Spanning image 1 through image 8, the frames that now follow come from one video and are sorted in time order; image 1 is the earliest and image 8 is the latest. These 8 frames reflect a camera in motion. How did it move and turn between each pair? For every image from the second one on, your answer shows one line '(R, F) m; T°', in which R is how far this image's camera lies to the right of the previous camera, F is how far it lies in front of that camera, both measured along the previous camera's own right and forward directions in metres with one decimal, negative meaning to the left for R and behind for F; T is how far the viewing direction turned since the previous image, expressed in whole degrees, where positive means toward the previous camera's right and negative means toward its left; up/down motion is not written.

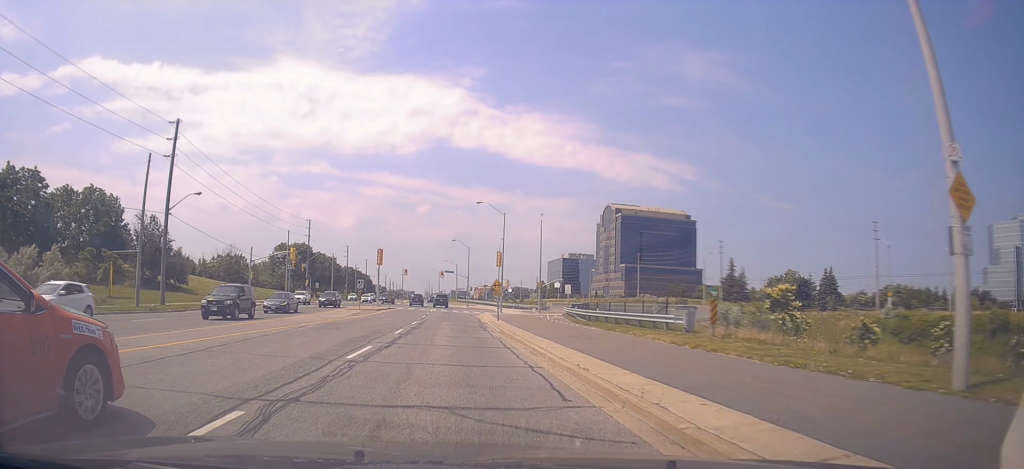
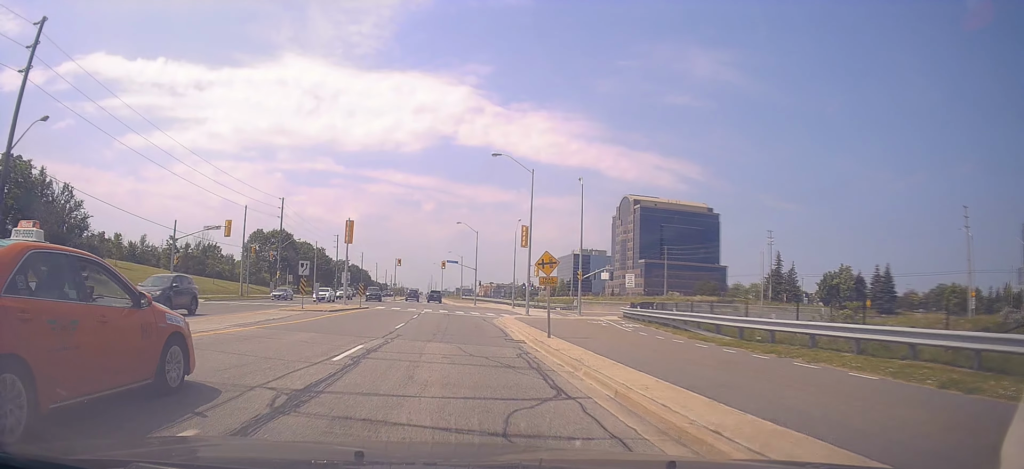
(+0.3, +19.7) m; 0°
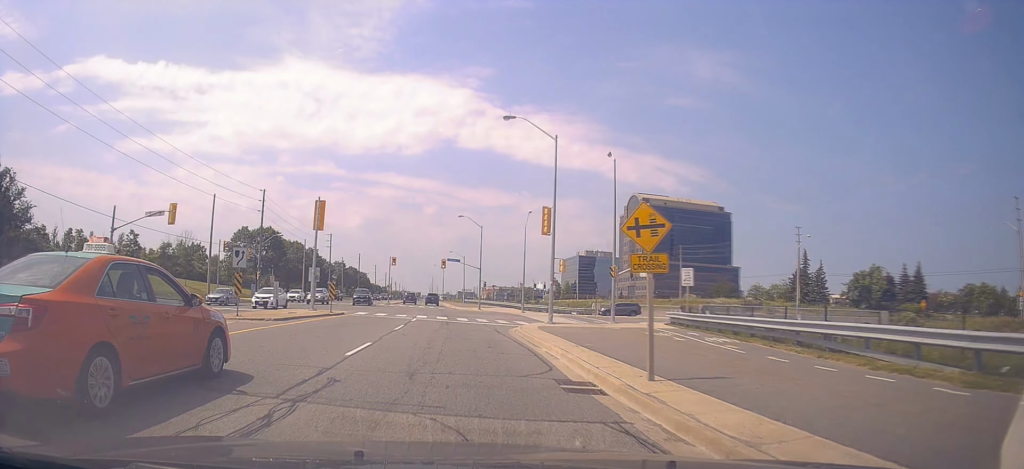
(-0.1, +9.8) m; -2°
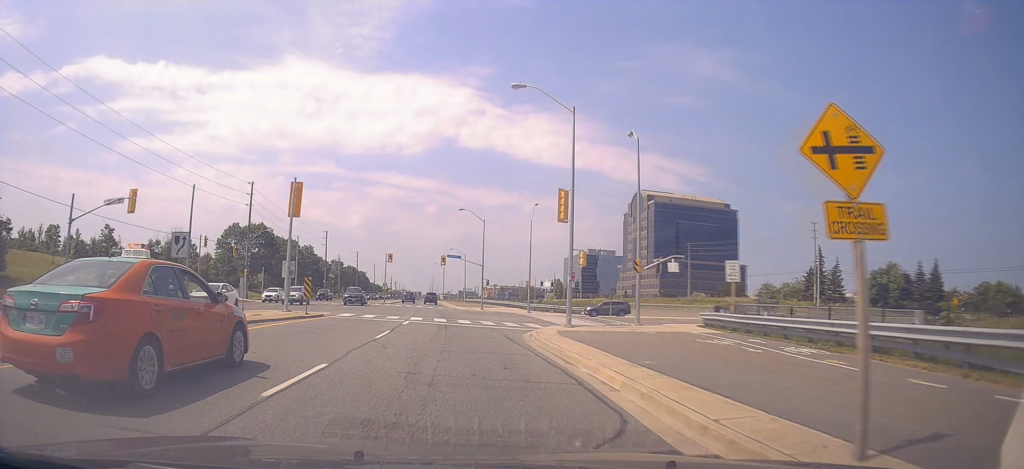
(-0.1, +5.0) m; 0°
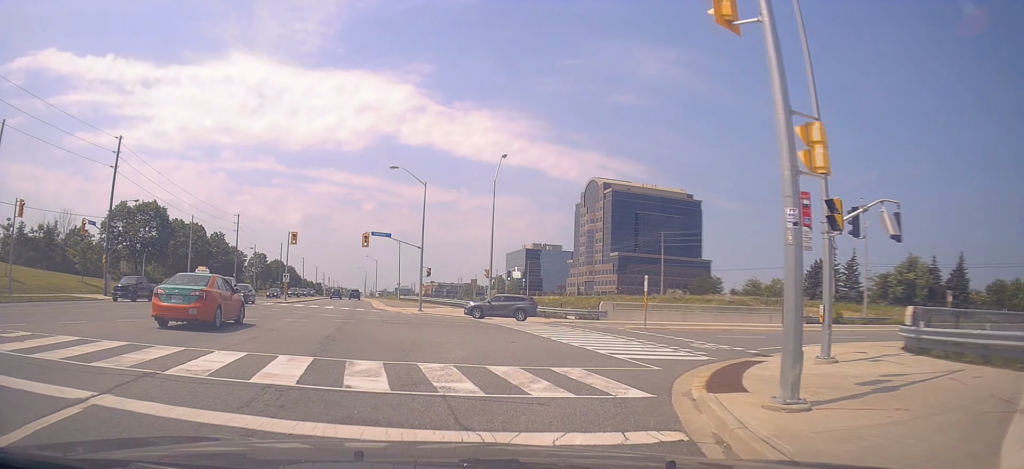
(+0.7, +21.8) m; +9°
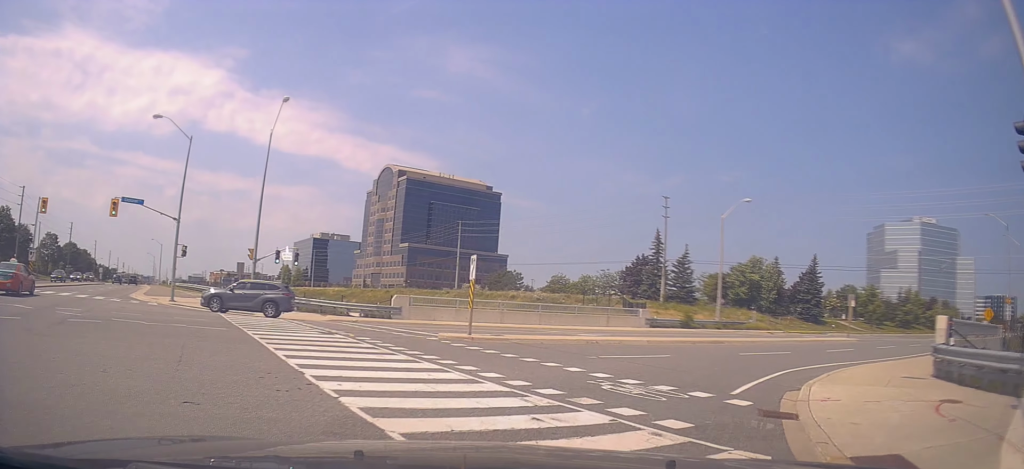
(+1.6, +10.8) m; +21°
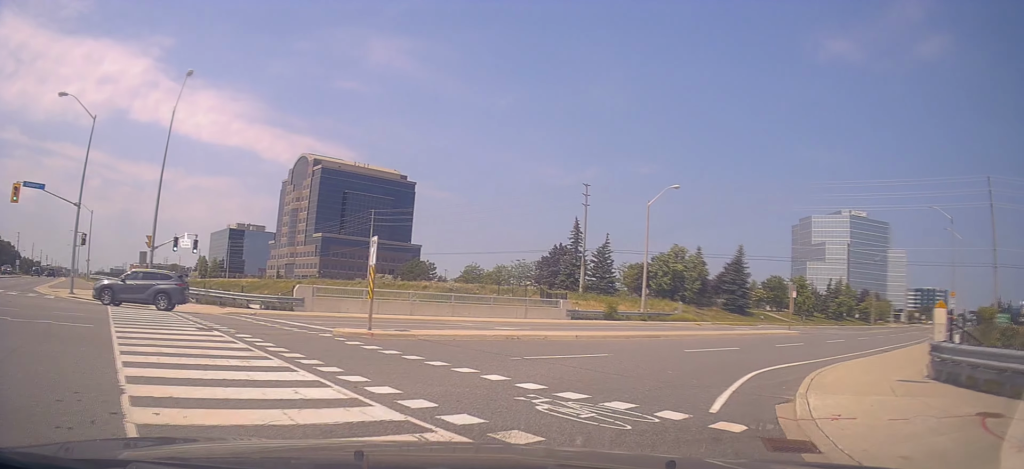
(+0.2, +2.8) m; +7°
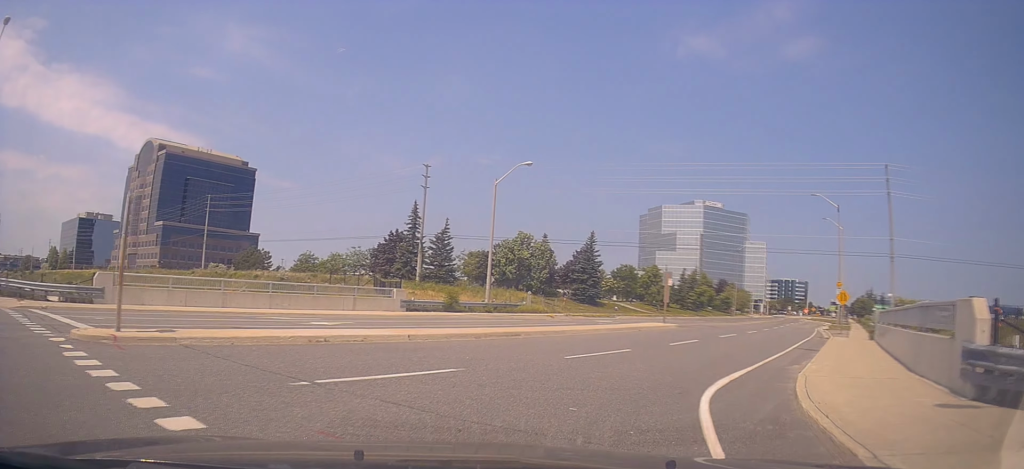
(+0.3, +5.2) m; +15°
